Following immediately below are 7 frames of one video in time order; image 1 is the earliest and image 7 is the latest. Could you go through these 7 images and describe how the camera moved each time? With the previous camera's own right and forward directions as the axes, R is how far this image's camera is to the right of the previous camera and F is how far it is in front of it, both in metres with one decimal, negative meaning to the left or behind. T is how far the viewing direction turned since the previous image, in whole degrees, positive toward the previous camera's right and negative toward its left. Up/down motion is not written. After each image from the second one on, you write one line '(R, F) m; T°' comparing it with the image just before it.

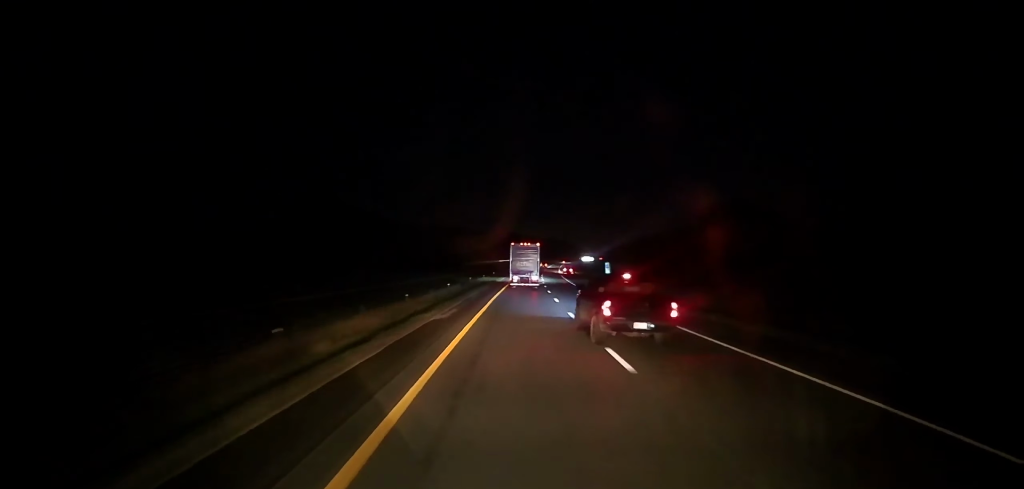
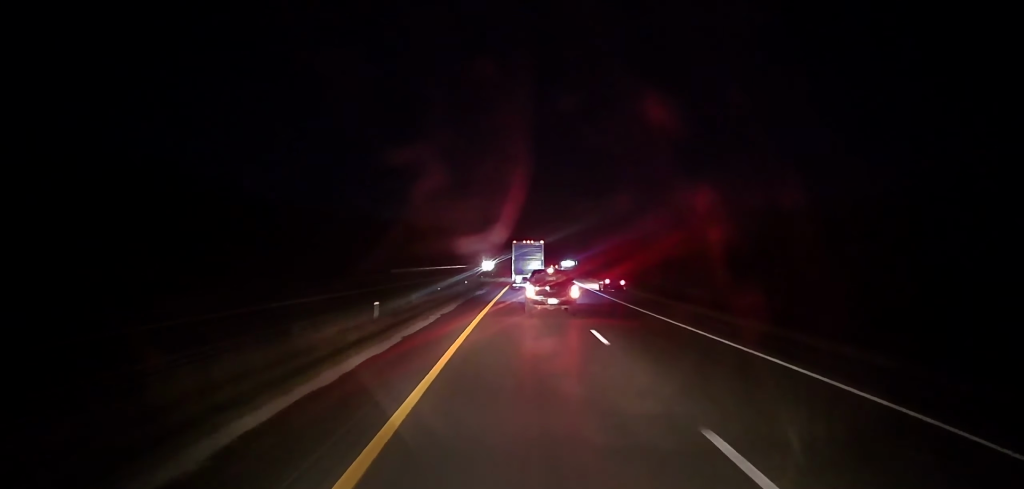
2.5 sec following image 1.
(+1.1, +80.0) m; +2°
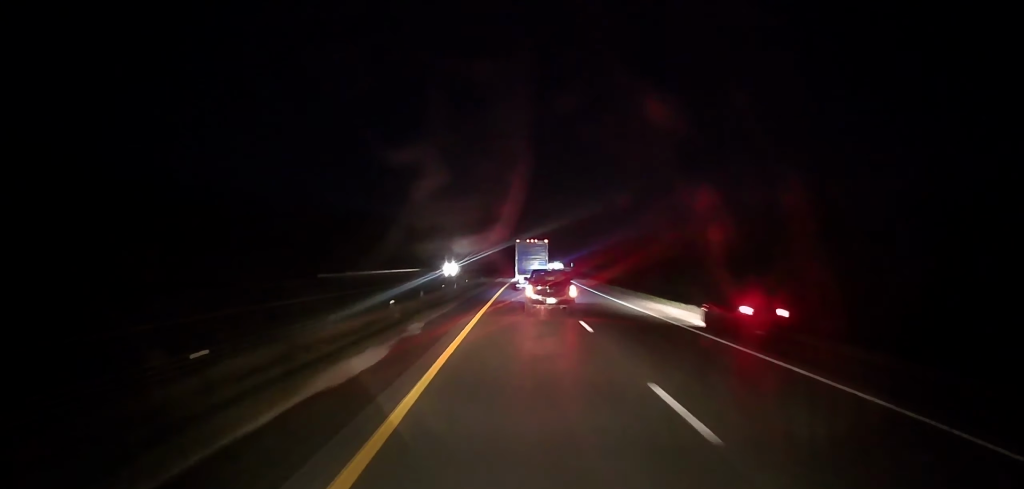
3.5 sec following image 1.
(+0.1, +32.9) m; +1°
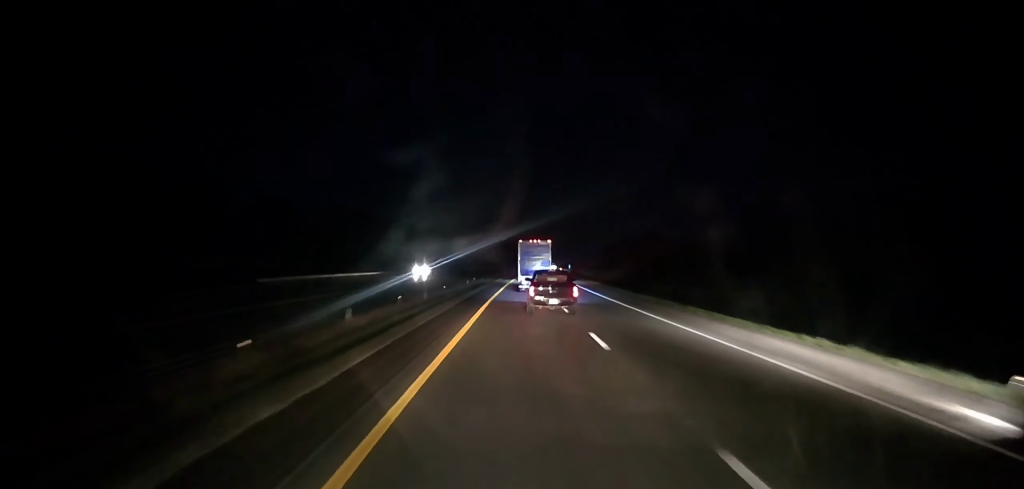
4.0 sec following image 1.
(0.0, +15.9) m; +1°
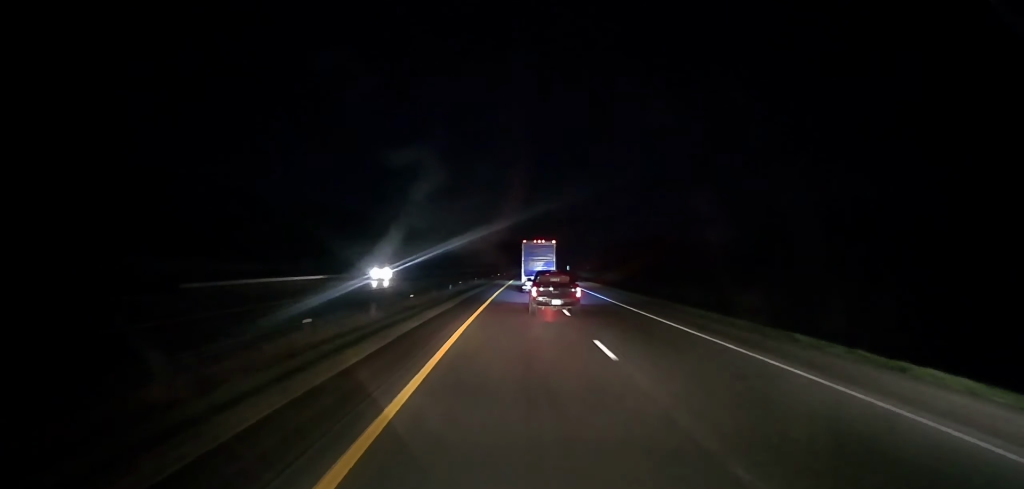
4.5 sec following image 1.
(+0.1, +13.8) m; +1°
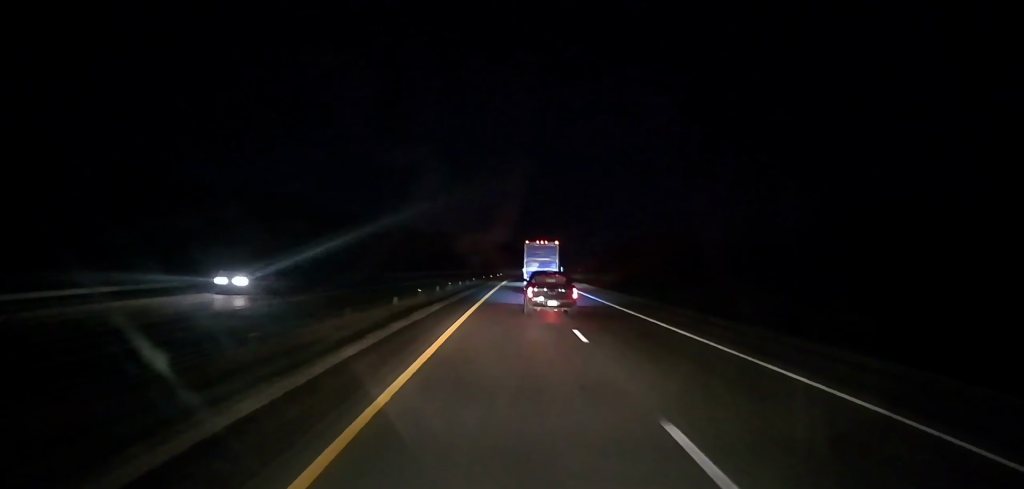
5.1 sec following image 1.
(0.0, +21.2) m; +1°
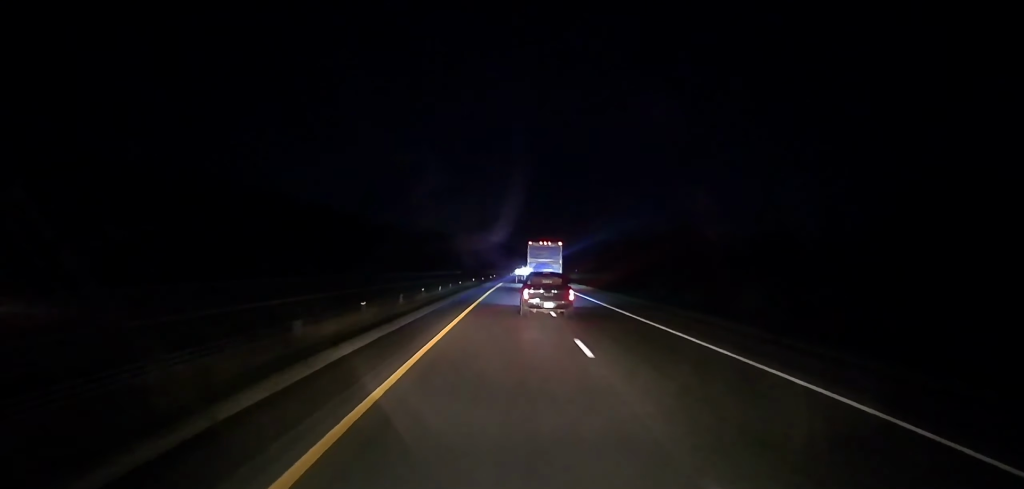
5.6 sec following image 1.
(+0.3, +14.8) m; 0°
